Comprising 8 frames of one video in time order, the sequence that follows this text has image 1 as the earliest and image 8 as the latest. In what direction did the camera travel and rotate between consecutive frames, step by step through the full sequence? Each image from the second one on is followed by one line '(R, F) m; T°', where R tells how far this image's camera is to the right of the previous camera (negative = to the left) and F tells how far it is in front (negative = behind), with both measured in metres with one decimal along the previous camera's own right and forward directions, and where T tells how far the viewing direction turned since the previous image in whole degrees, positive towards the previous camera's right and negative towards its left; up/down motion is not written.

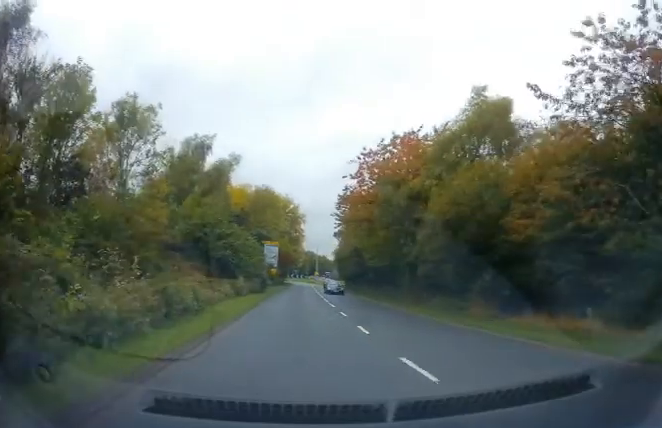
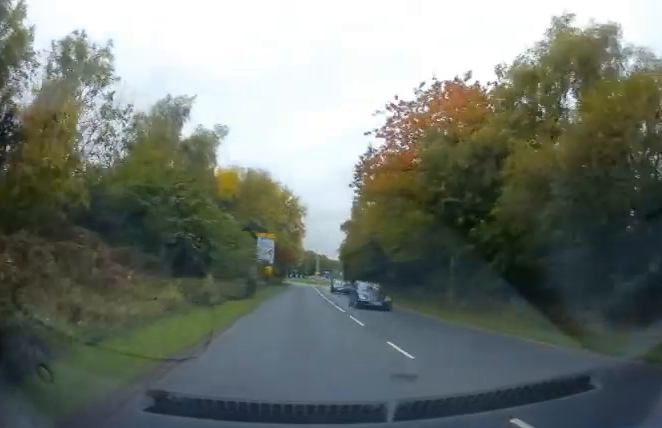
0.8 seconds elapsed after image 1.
(+0.5, +10.6) m; +1°
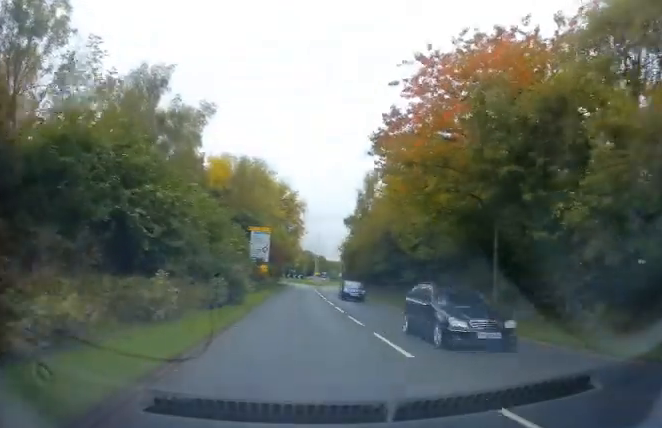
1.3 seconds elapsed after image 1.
(+0.1, +5.9) m; 0°
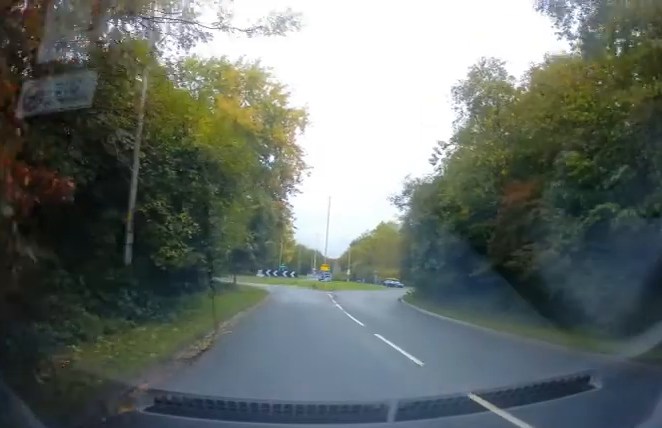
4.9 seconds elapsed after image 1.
(-3.1, +39.2) m; -3°
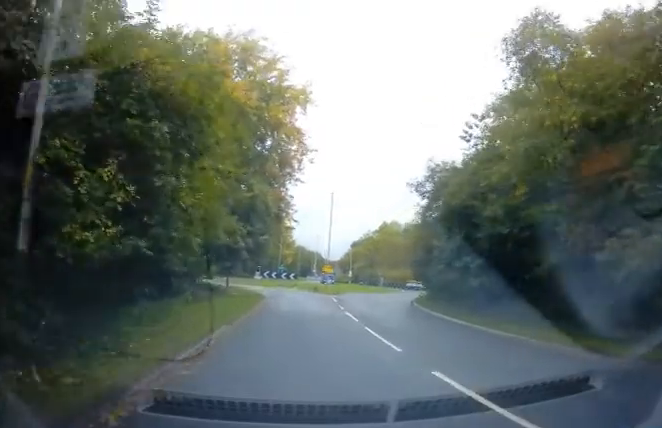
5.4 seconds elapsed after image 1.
(+0.2, +4.0) m; +1°
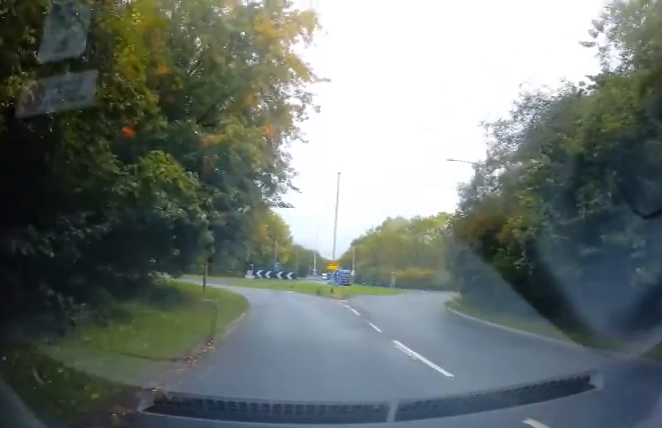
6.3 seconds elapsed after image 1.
(+0.4, +7.2) m; +1°
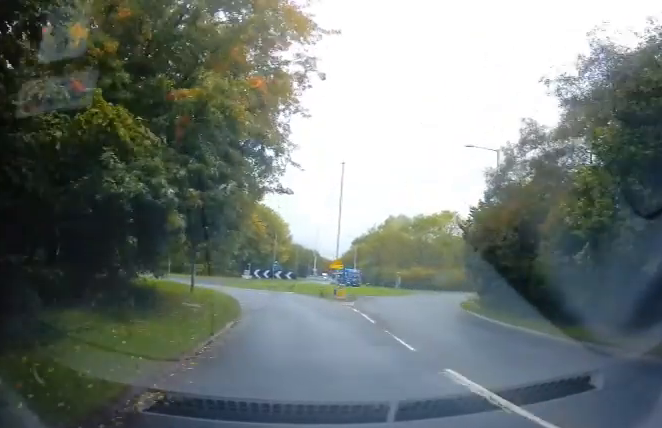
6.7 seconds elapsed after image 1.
(-0.3, +2.5) m; 0°
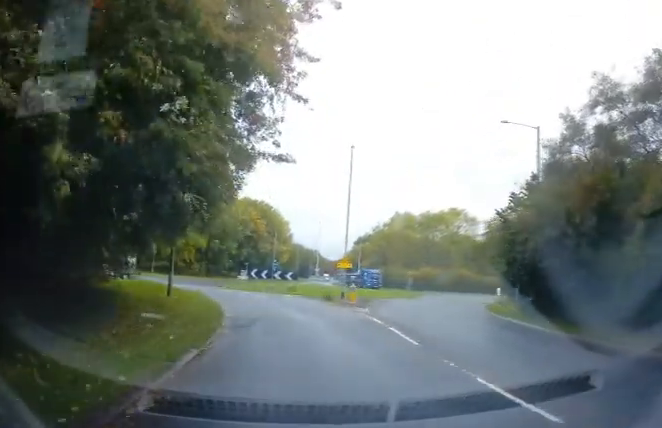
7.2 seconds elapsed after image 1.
(-0.2, +4.2) m; 0°
